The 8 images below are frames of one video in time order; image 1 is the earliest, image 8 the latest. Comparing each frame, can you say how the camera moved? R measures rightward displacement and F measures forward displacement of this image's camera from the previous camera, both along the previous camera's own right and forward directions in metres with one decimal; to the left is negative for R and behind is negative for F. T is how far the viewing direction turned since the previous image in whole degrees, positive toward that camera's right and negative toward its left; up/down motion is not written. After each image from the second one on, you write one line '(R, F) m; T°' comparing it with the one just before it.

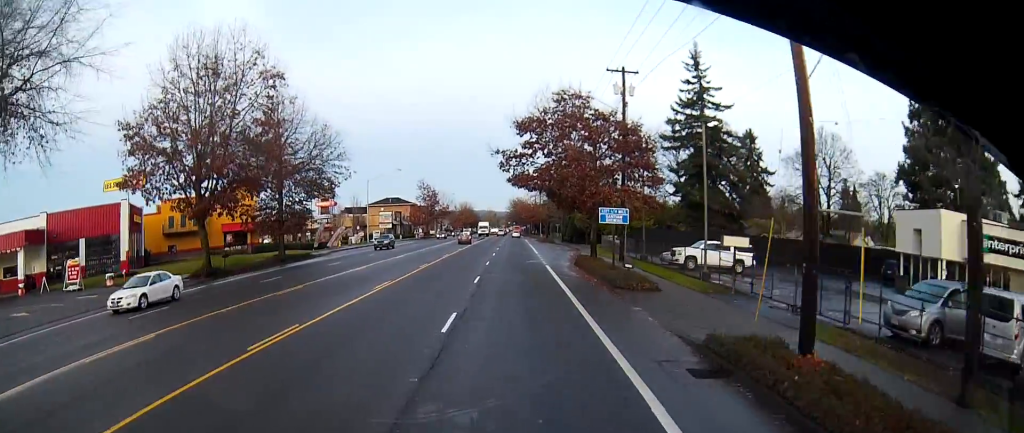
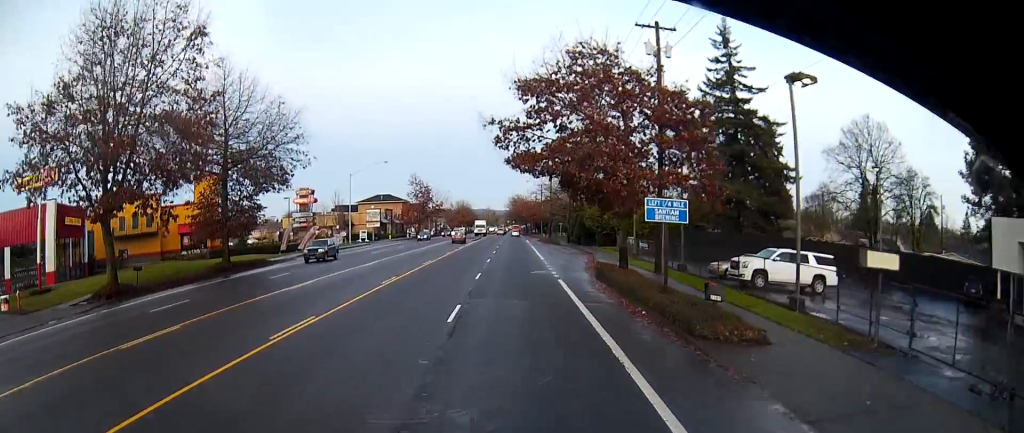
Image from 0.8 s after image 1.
(-0.4, +10.6) m; 0°
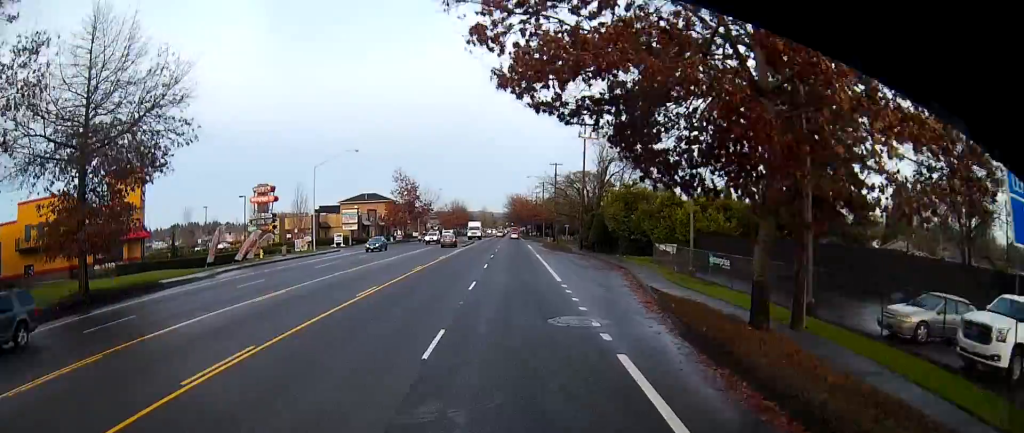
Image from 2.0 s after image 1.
(+0.5, +16.3) m; +1°
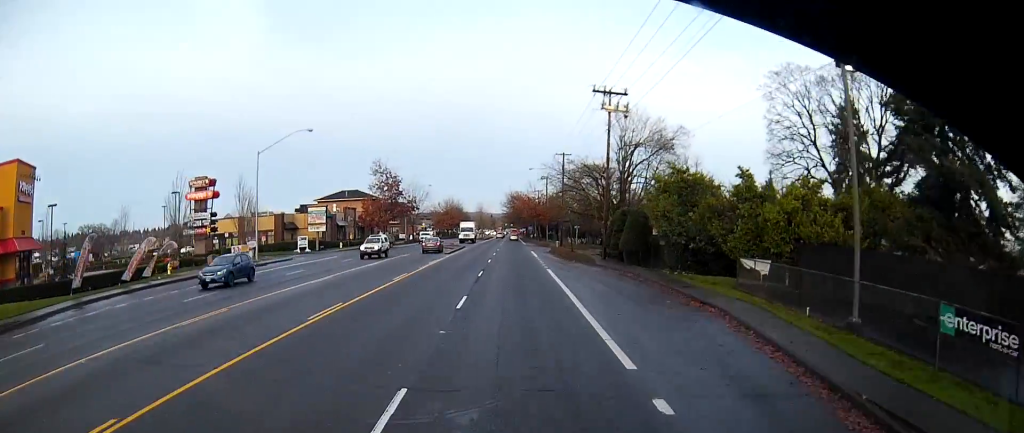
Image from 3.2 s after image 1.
(-0.2, +17.5) m; 0°
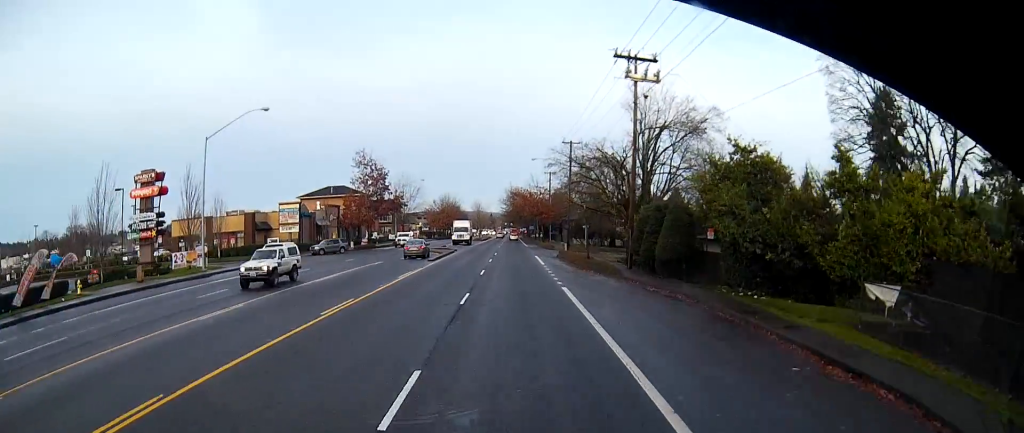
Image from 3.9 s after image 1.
(+0.1, +11.0) m; 0°
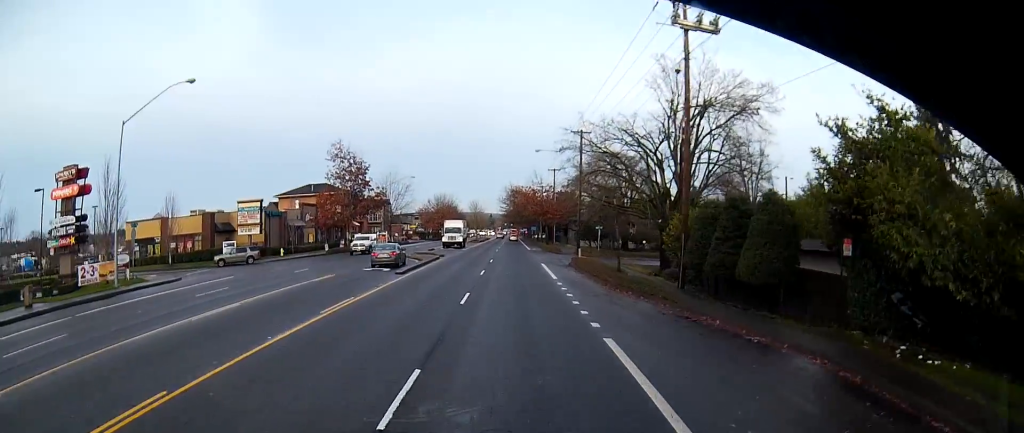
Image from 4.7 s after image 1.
(-0.2, +12.0) m; 0°
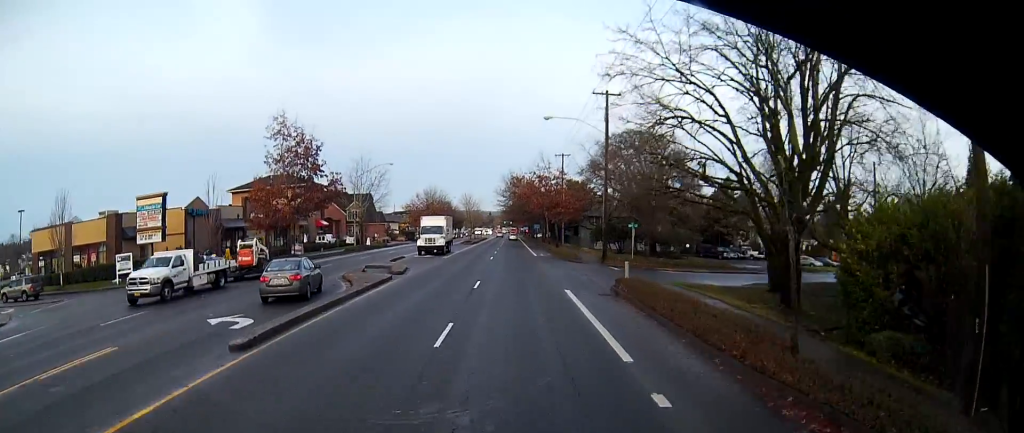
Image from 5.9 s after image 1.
(+0.3, +18.9) m; 0°
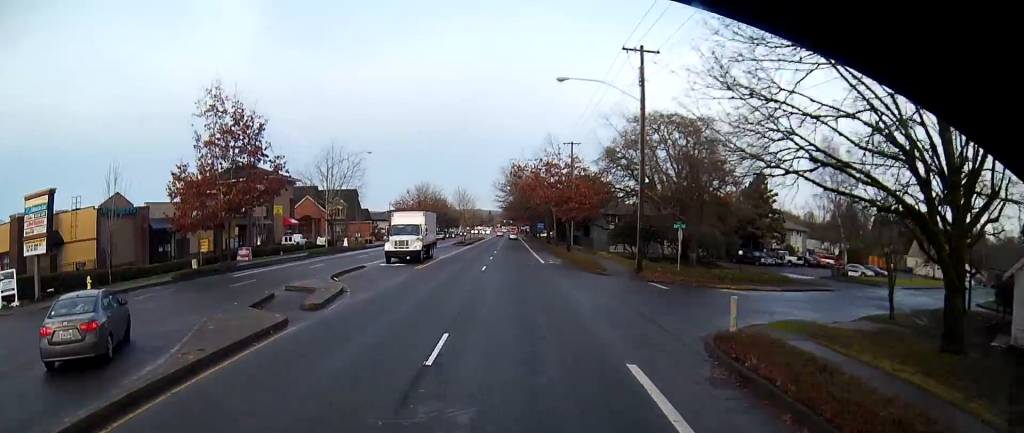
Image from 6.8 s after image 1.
(-0.2, +13.8) m; -1°
